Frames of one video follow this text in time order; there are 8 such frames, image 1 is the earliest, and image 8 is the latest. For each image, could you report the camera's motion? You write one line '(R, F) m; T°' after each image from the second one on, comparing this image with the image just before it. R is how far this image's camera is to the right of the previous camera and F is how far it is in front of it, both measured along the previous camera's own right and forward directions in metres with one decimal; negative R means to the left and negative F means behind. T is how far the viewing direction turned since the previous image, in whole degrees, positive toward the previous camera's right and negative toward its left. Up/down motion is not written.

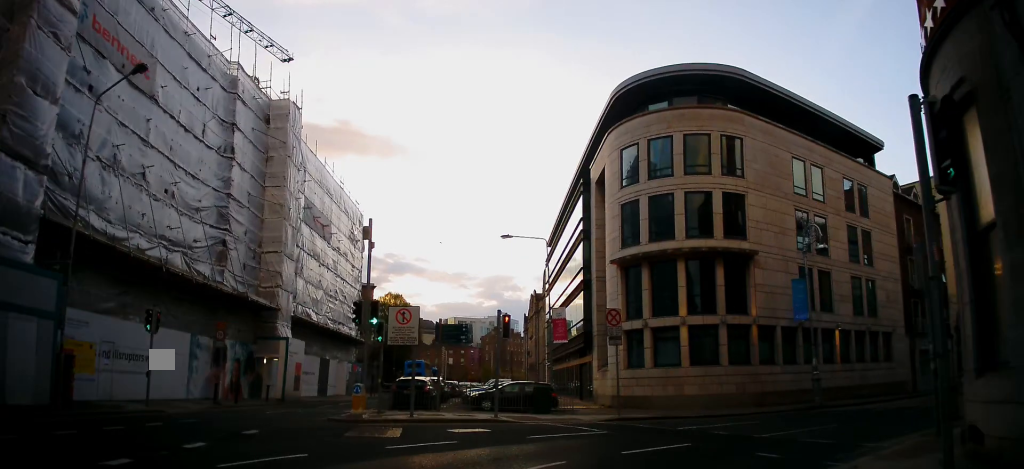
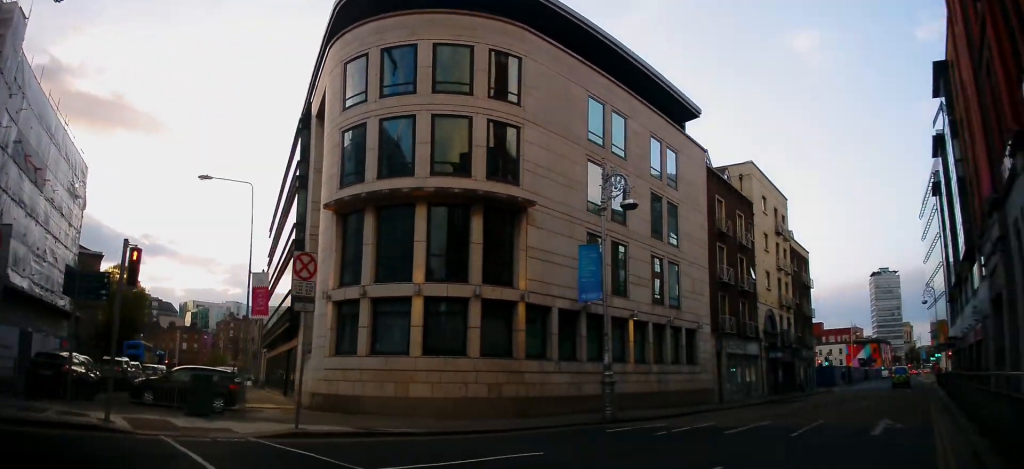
(+1.0, +9.0) m; +12°
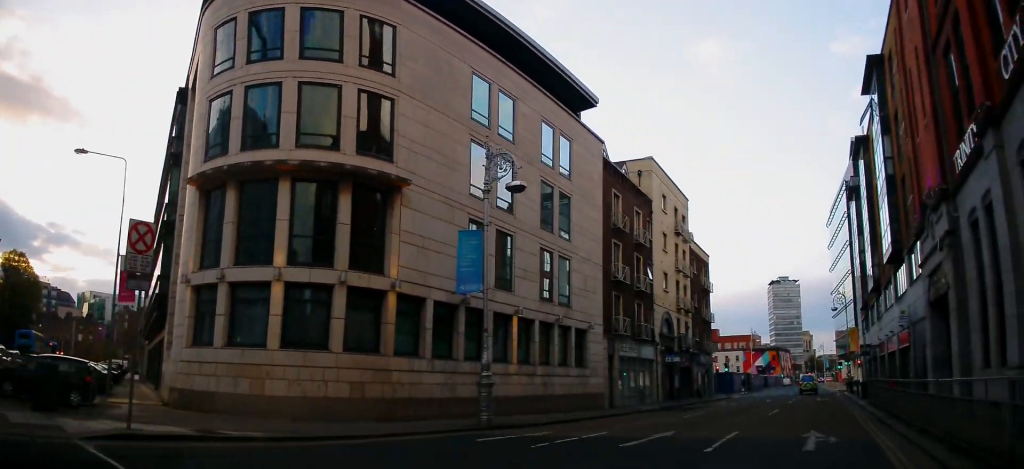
(0.0, +2.3) m; +5°
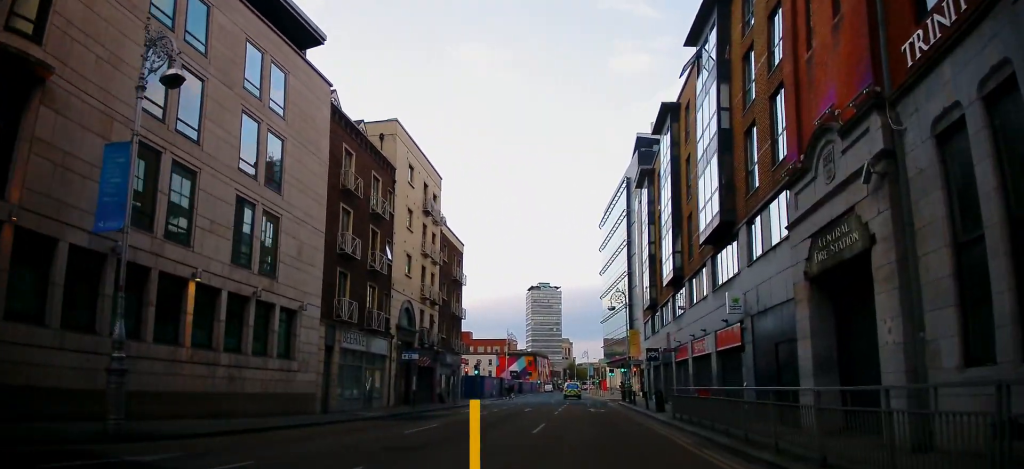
(+0.8, +5.5) m; +28°
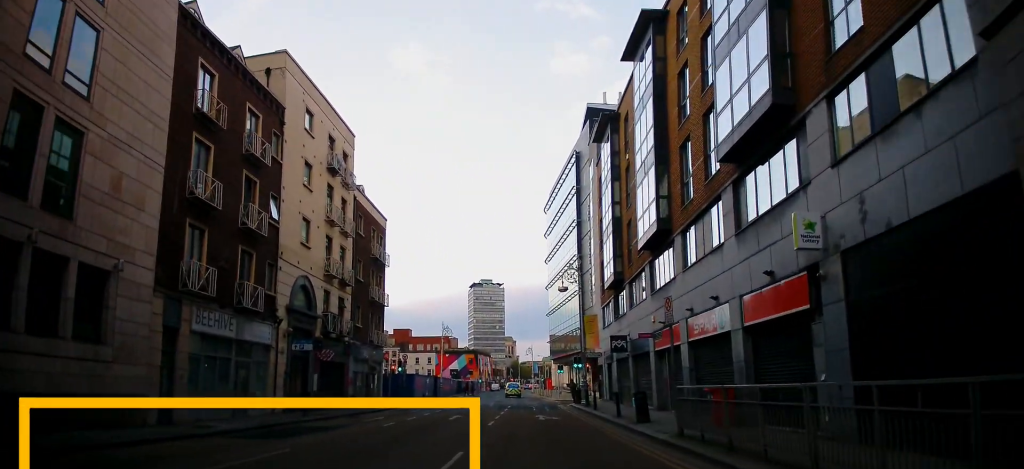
(+1.5, +6.5) m; +16°
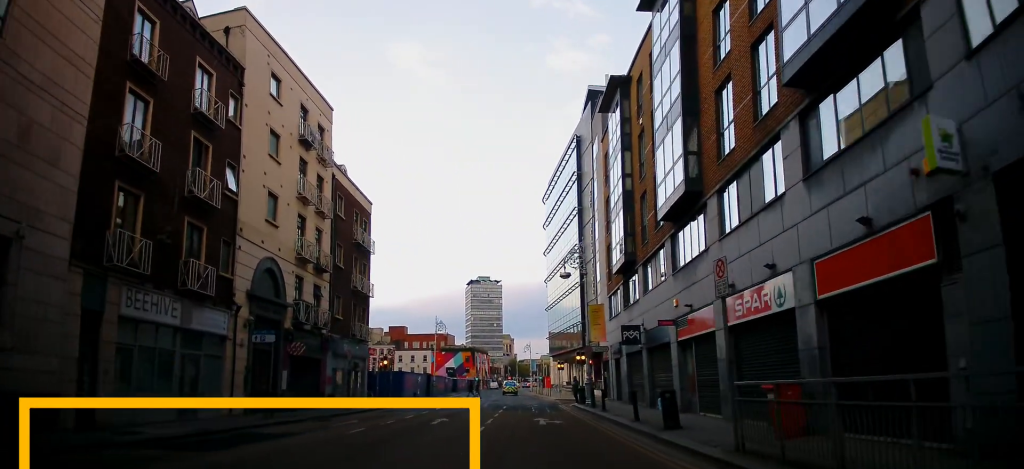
(+0.1, +3.2) m; +1°
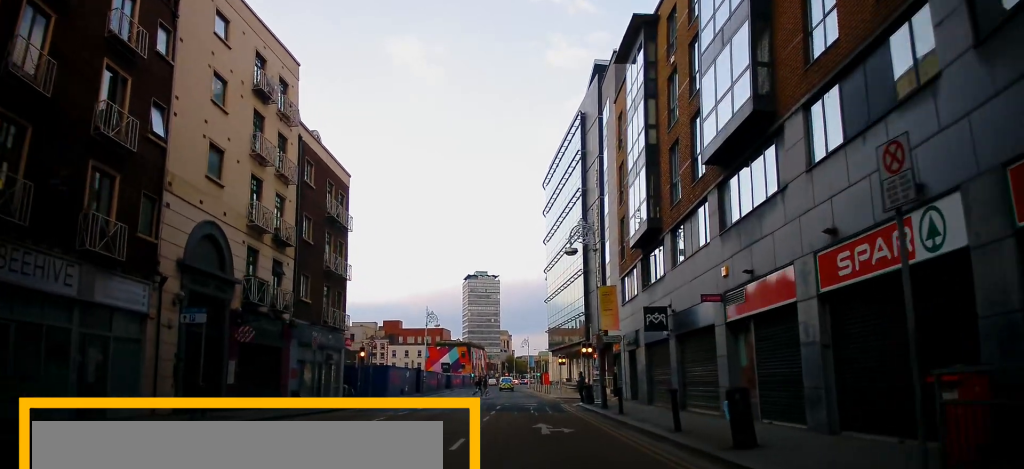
(0.0, +4.7) m; 0°
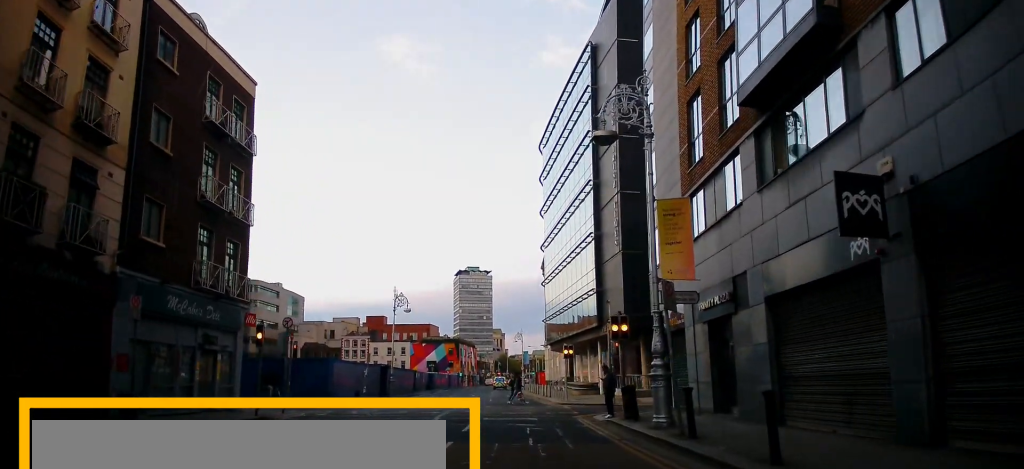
(-0.1, +13.4) m; 0°
